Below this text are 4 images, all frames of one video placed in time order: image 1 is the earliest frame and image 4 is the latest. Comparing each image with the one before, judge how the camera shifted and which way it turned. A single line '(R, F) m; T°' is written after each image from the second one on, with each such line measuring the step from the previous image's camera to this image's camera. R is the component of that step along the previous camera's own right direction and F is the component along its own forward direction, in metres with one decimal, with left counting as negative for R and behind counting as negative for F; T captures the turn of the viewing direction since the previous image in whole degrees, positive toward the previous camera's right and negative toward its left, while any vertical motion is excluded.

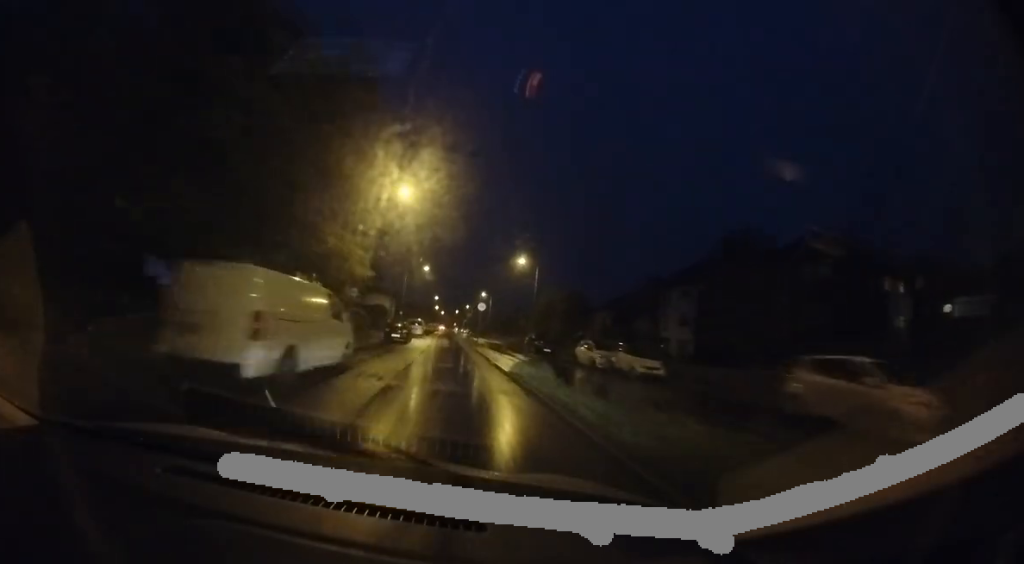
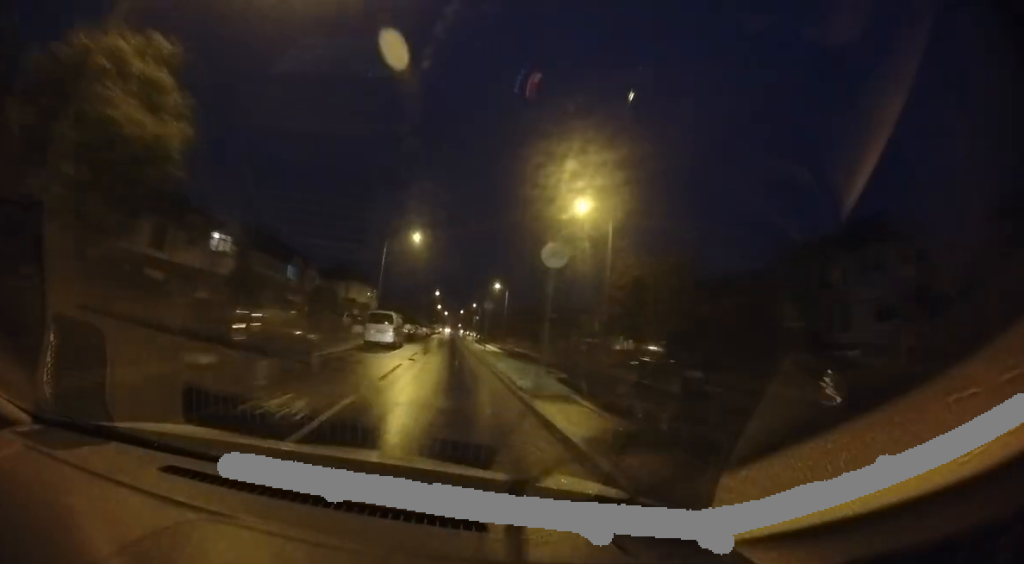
(+0.2, +20.0) m; 0°
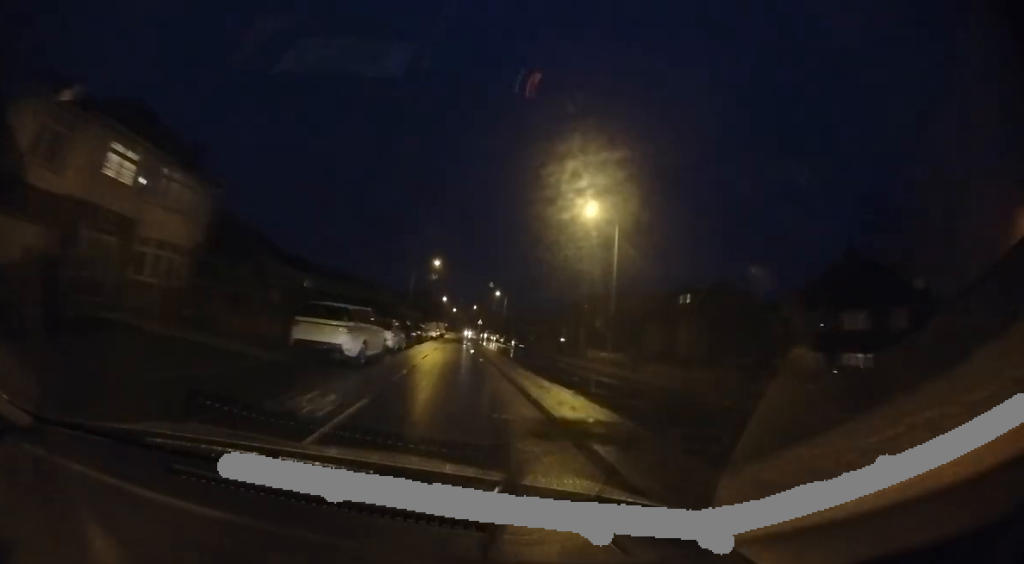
(-0.7, +42.4) m; -1°
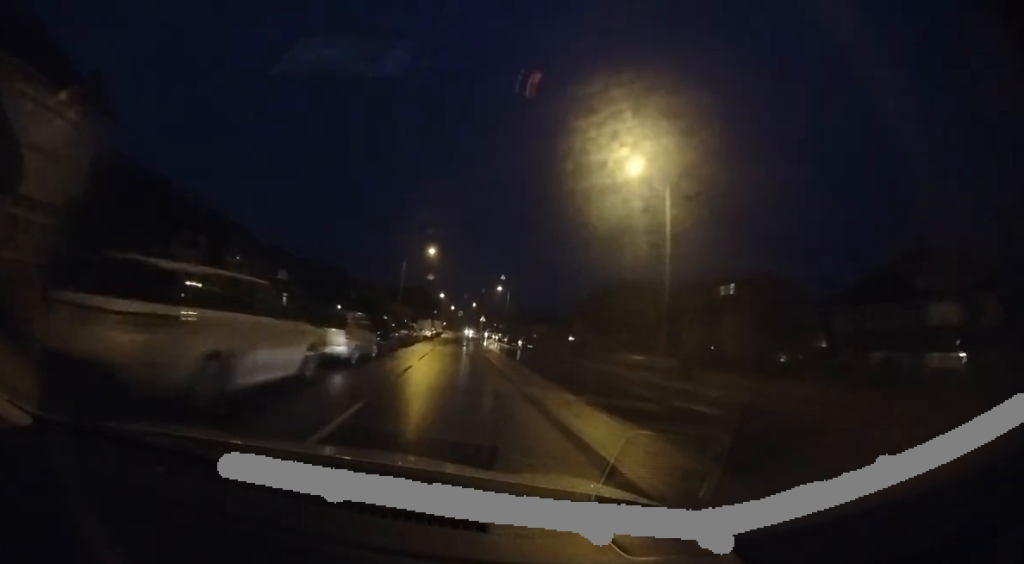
(0.0, +6.5) m; 0°
